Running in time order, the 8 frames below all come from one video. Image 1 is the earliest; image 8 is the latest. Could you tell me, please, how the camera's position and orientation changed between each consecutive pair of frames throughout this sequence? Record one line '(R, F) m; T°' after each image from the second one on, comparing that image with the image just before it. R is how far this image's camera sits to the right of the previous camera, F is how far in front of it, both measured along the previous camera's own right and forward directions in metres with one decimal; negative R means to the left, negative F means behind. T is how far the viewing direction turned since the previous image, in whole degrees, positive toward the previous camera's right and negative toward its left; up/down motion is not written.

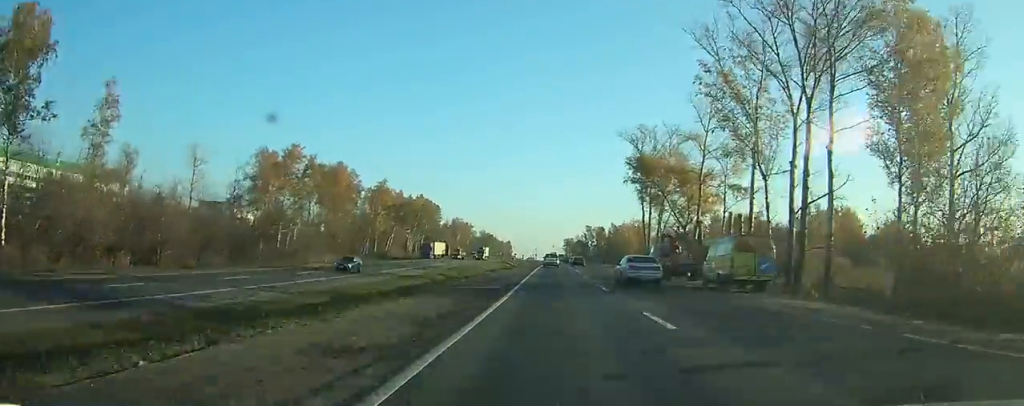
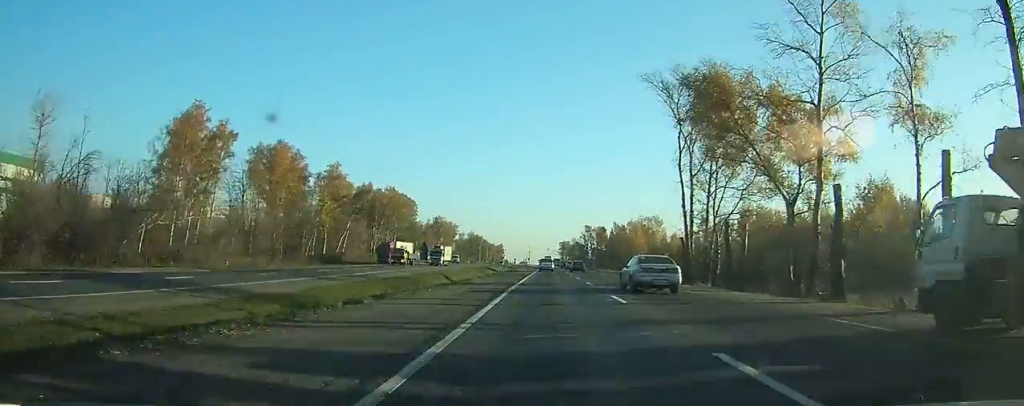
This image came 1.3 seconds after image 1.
(0.0, +29.9) m; 0°
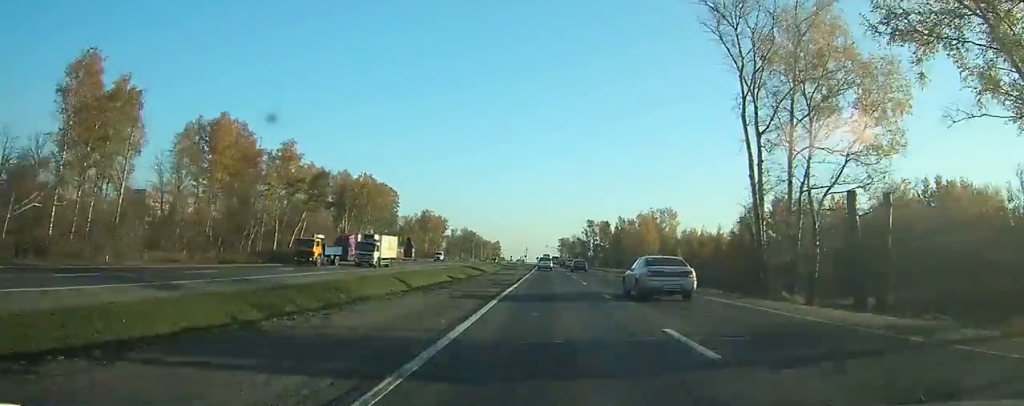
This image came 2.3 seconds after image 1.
(0.0, +21.0) m; 0°
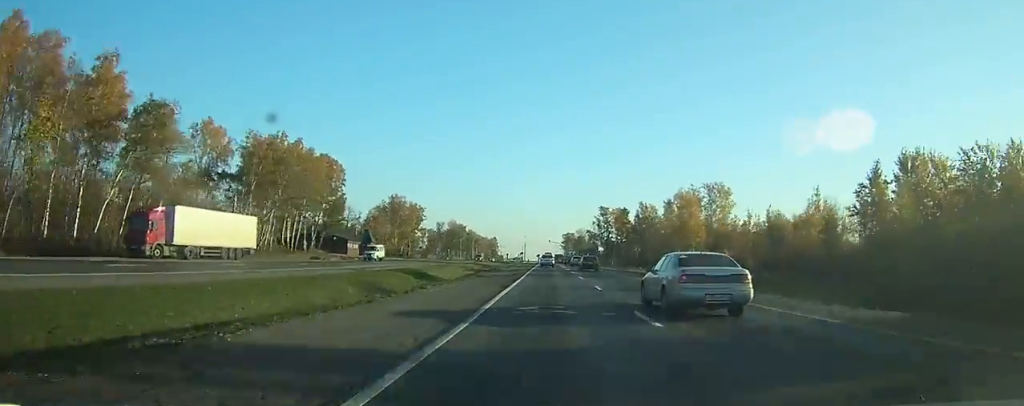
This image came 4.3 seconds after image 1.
(0.0, +44.7) m; 0°
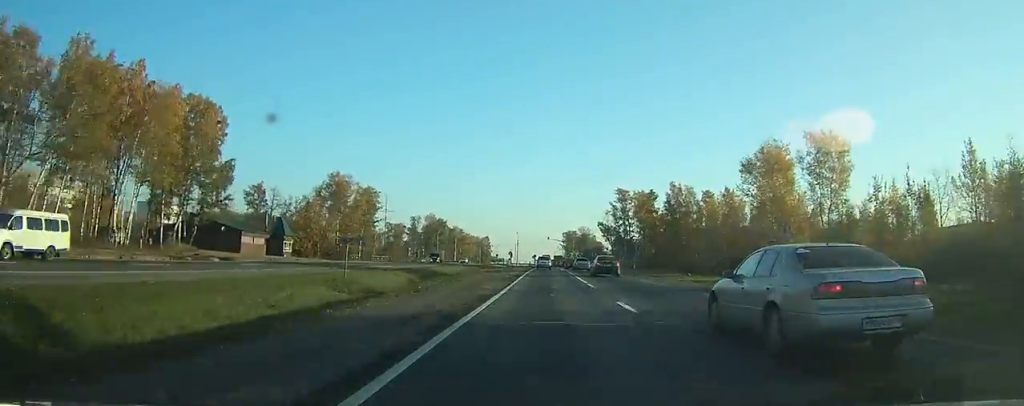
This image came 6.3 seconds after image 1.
(0.0, +45.2) m; 0°
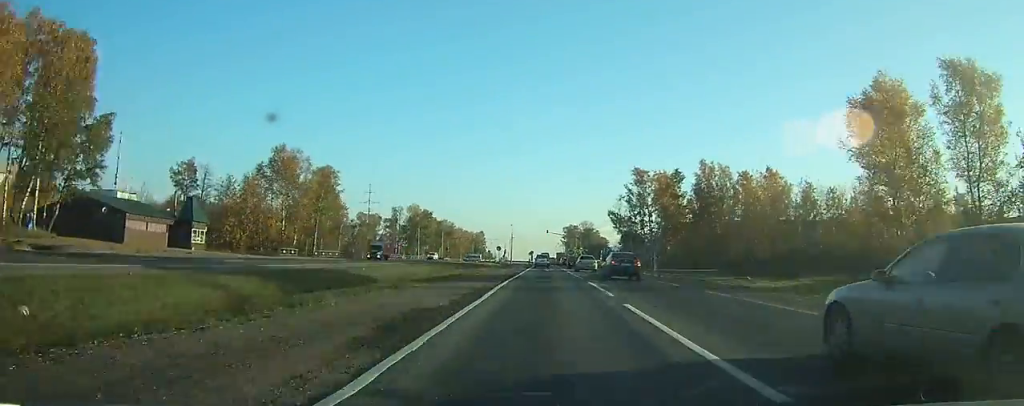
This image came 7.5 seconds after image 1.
(+0.1, +25.0) m; 0°
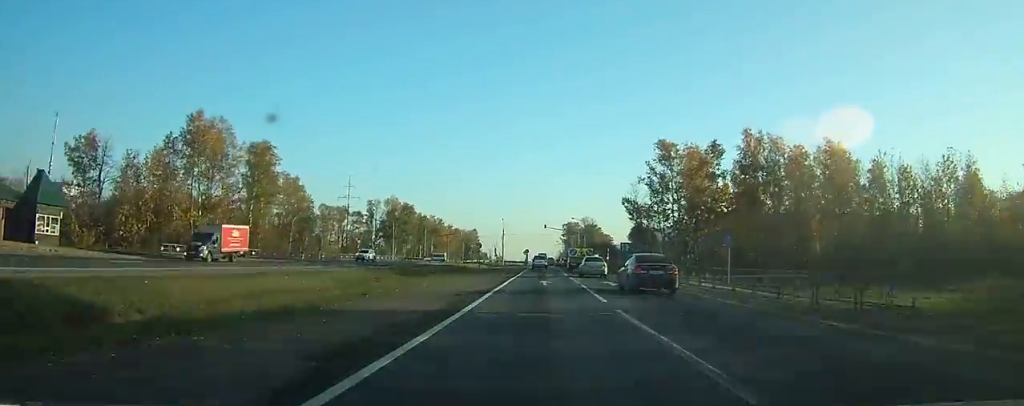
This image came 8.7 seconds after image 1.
(+0.1, +24.4) m; 0°
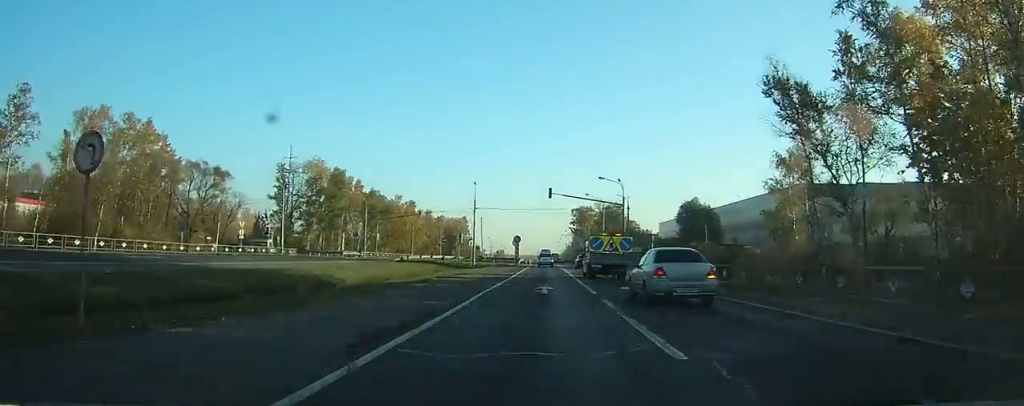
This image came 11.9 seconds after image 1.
(-0.1, +56.0) m; -1°
